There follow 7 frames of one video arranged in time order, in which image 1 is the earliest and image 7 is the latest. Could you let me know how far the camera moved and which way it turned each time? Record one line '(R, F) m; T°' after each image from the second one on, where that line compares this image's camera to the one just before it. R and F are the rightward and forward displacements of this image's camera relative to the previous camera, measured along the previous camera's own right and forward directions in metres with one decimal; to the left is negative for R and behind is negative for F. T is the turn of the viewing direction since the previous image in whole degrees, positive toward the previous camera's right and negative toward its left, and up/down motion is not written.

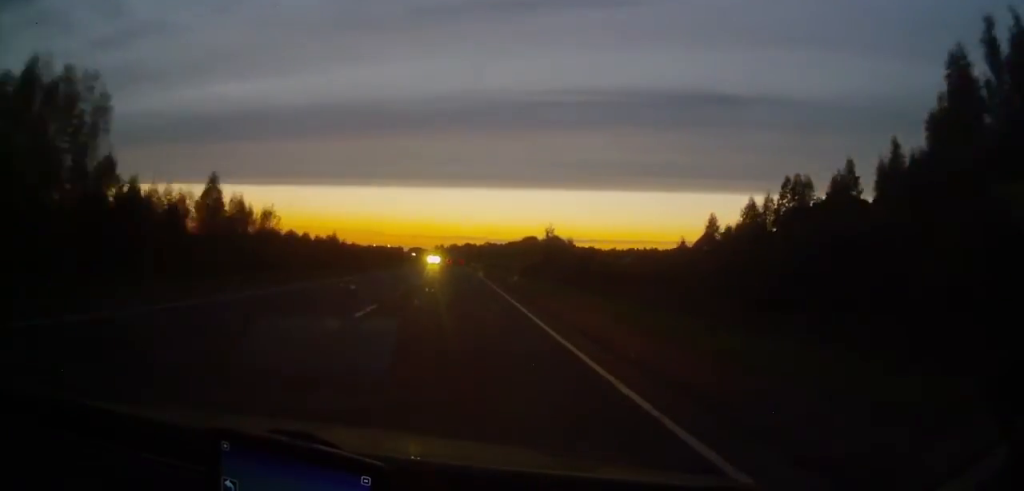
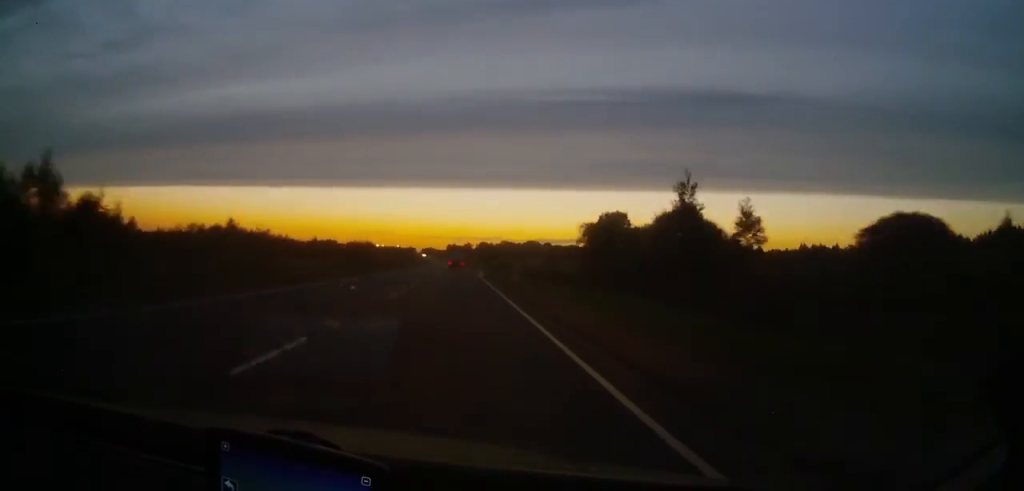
(-0.5, +81.0) m; -1°
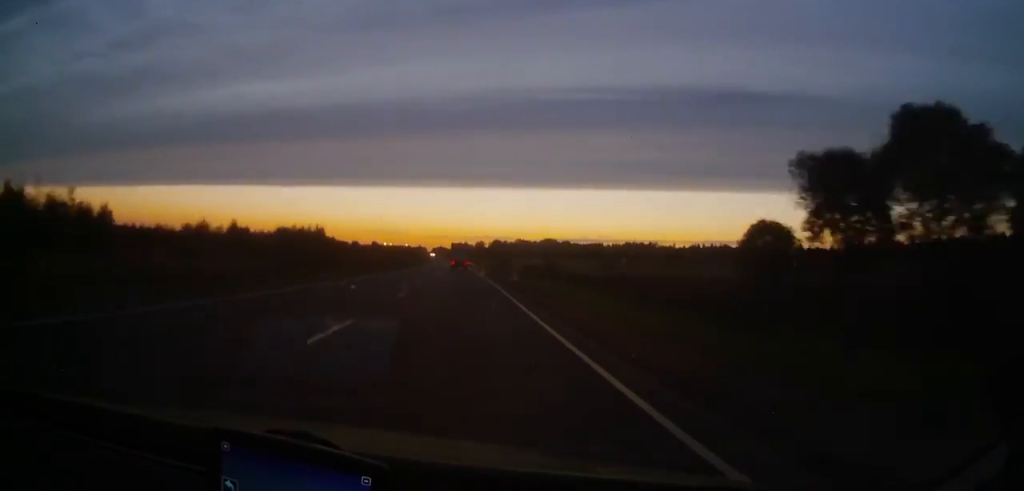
(-0.7, +57.2) m; -1°
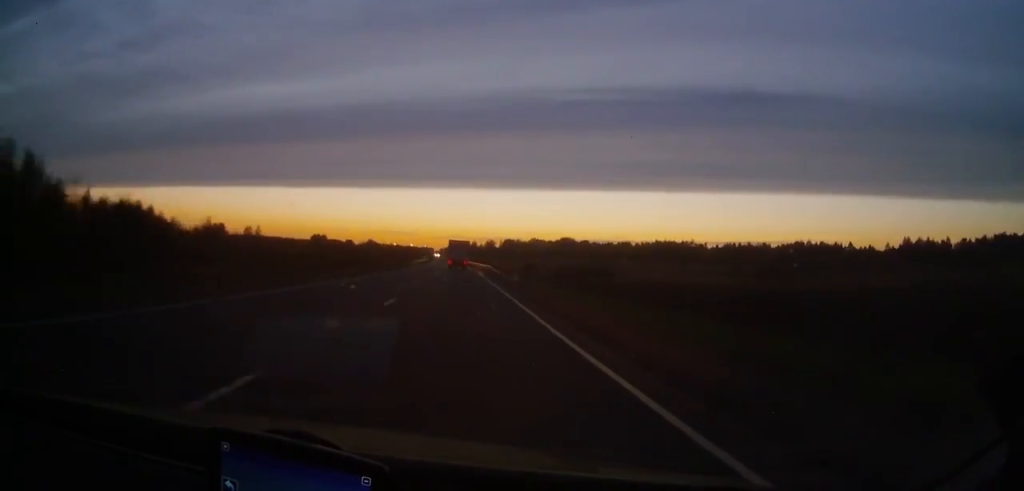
(-0.7, +61.7) m; -1°
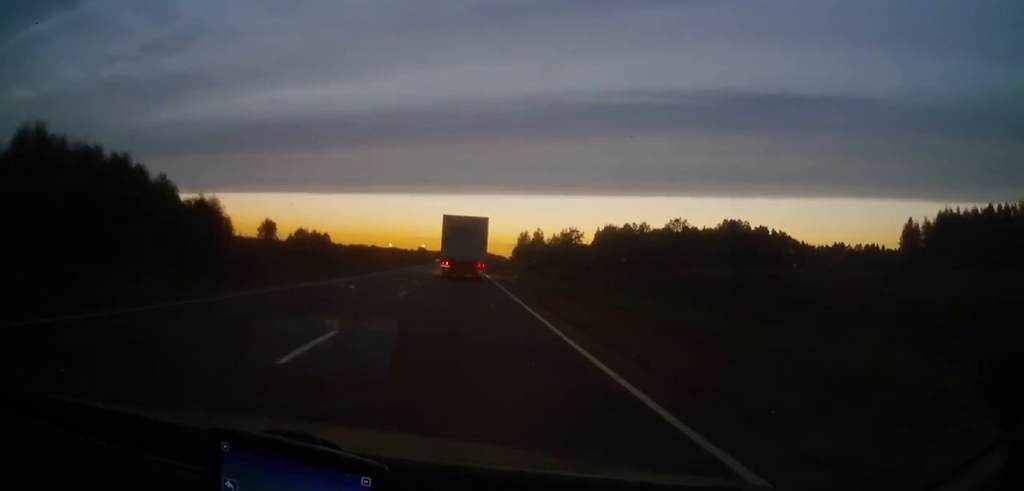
(-12.8, +345.8) m; -3°
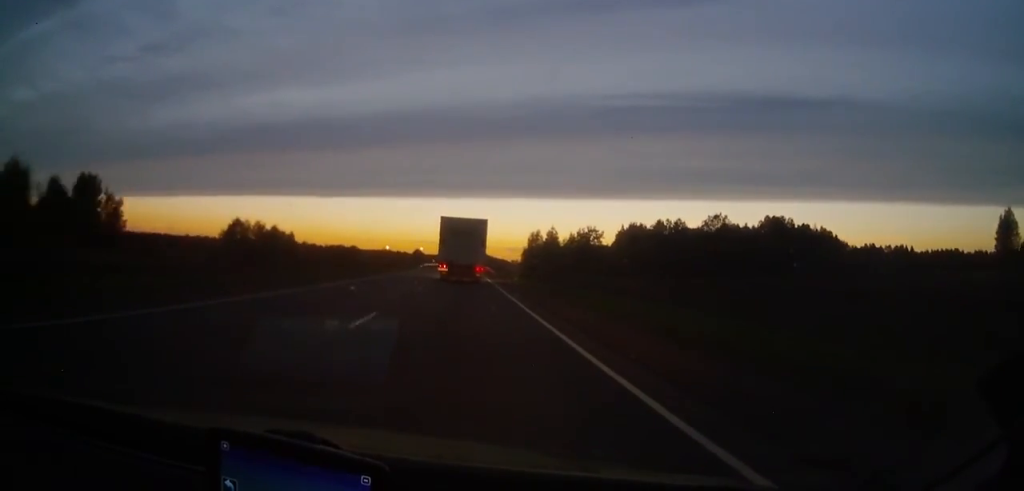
(0.0, +47.2) m; 0°
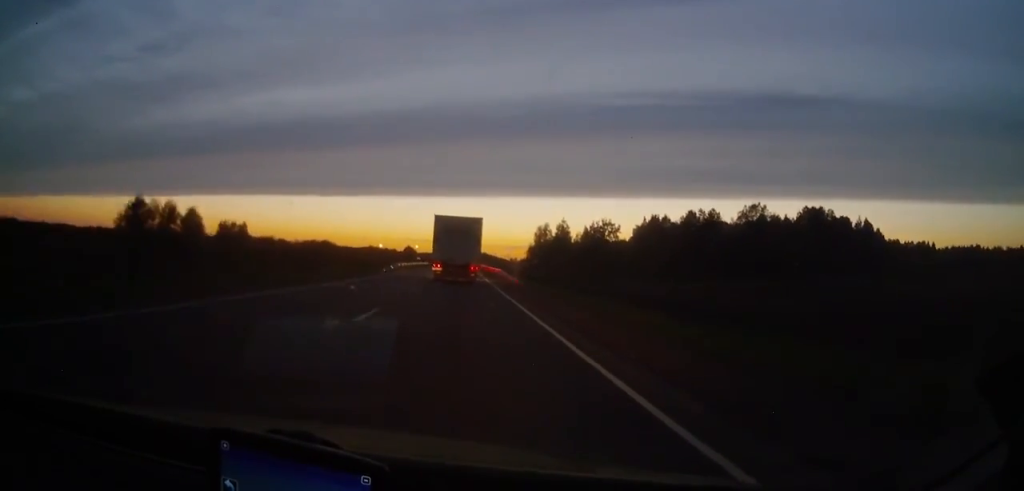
(-0.1, +37.7) m; 0°
